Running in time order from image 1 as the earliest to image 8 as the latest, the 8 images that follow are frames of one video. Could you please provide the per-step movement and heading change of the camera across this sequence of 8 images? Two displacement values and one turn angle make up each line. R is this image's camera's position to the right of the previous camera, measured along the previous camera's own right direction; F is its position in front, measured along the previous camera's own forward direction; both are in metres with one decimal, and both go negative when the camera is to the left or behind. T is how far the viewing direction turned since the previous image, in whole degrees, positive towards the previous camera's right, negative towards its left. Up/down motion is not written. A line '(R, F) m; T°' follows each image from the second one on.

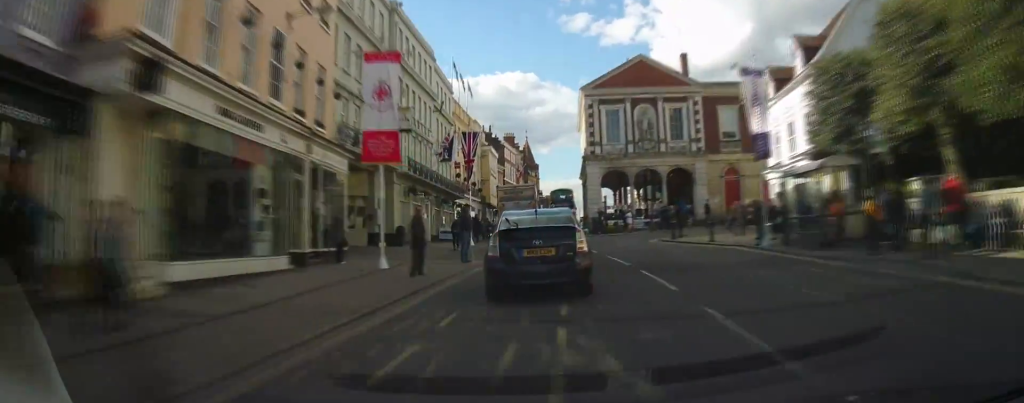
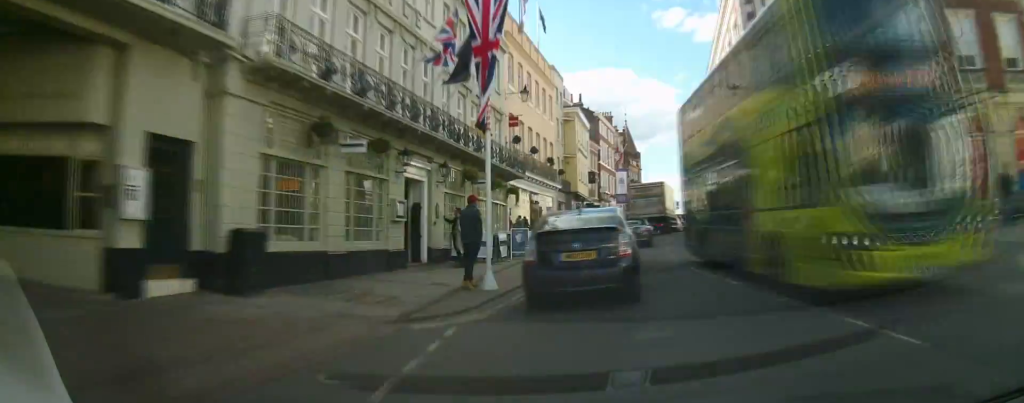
(+0.8, +27.1) m; -3°
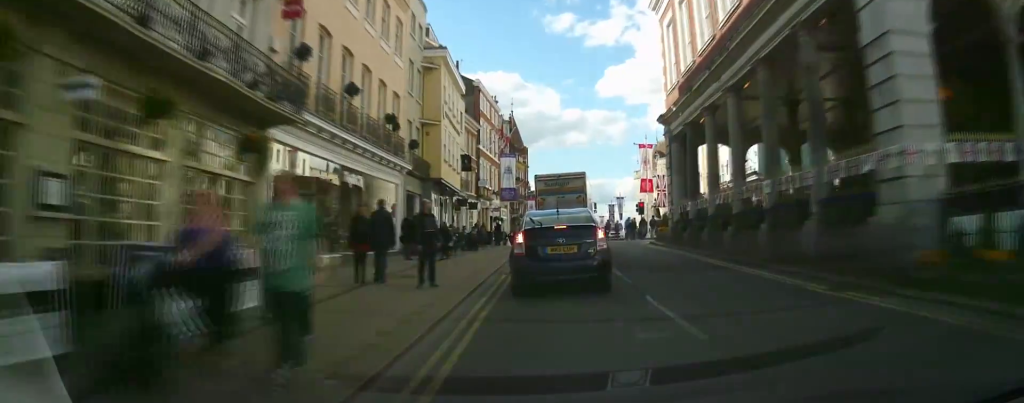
(-1.3, +12.8) m; -2°
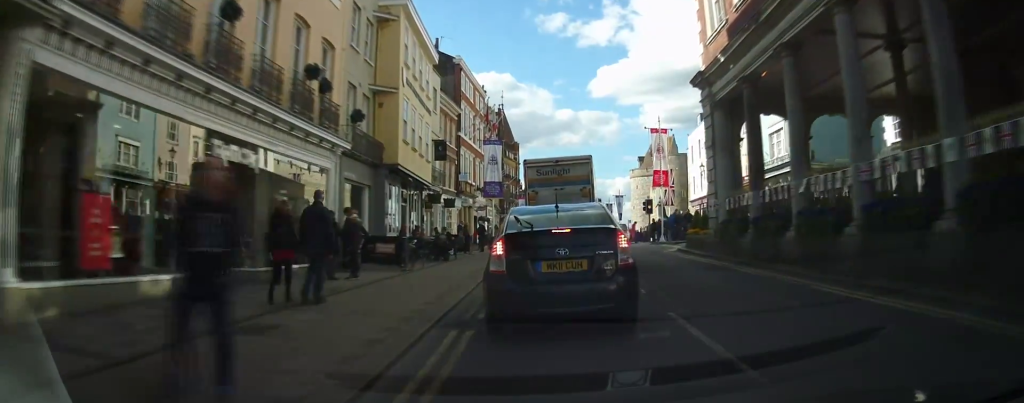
(+0.3, +6.5) m; +5°
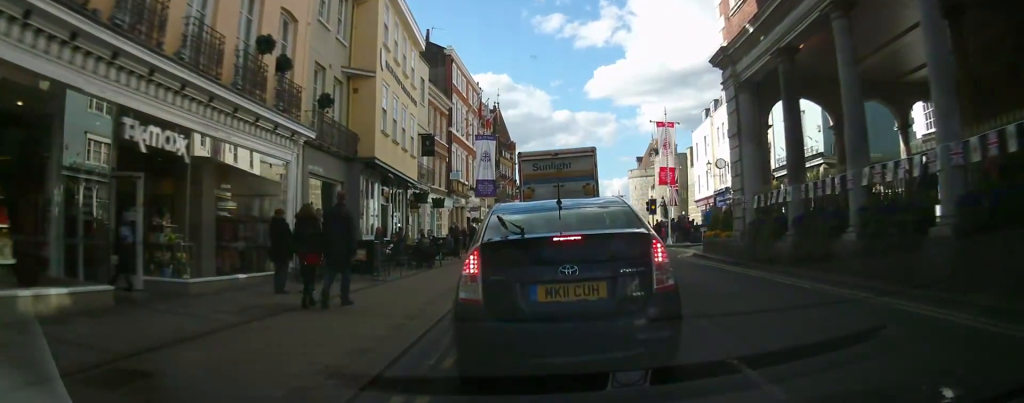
(+0.1, +3.9) m; +1°
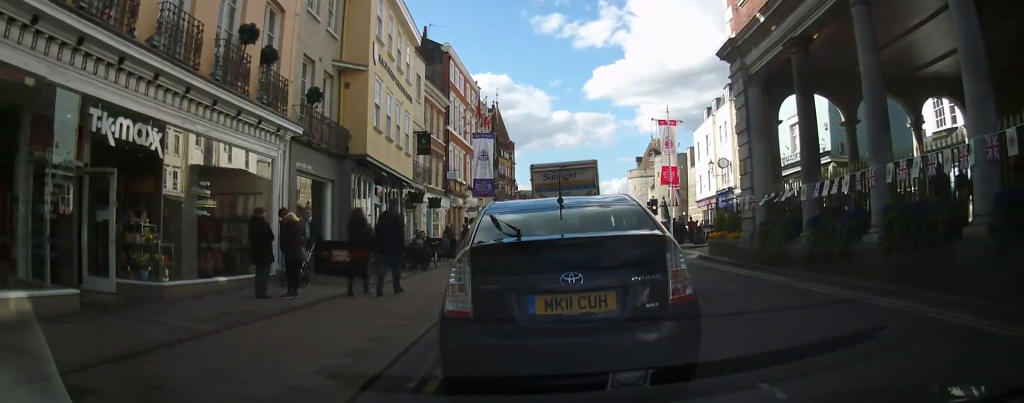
(+0.1, +4.0) m; -5°
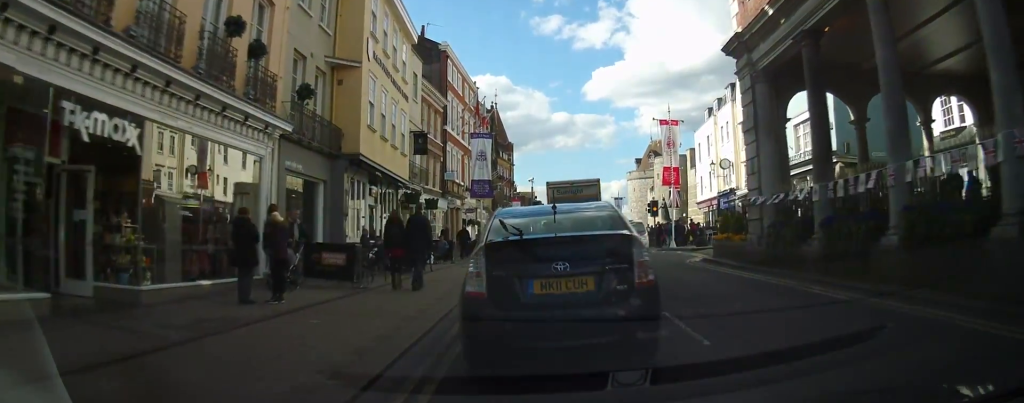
(-0.1, +3.4) m; 0°
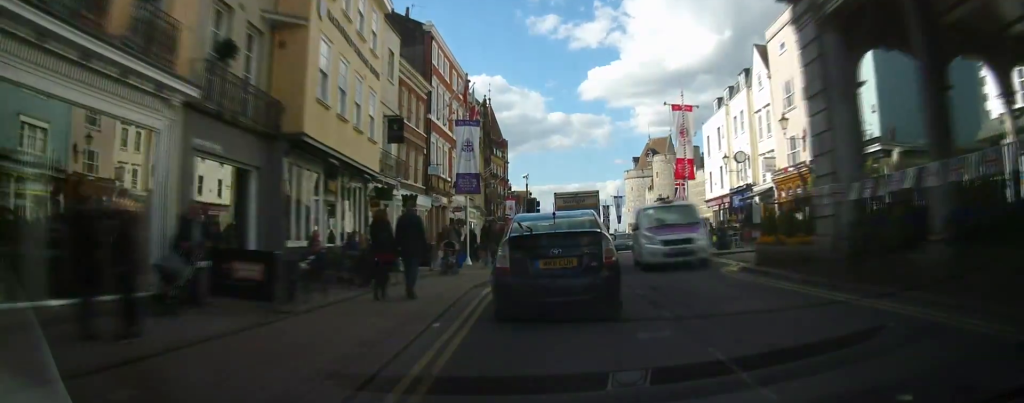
(-0.8, +5.3) m; +5°
